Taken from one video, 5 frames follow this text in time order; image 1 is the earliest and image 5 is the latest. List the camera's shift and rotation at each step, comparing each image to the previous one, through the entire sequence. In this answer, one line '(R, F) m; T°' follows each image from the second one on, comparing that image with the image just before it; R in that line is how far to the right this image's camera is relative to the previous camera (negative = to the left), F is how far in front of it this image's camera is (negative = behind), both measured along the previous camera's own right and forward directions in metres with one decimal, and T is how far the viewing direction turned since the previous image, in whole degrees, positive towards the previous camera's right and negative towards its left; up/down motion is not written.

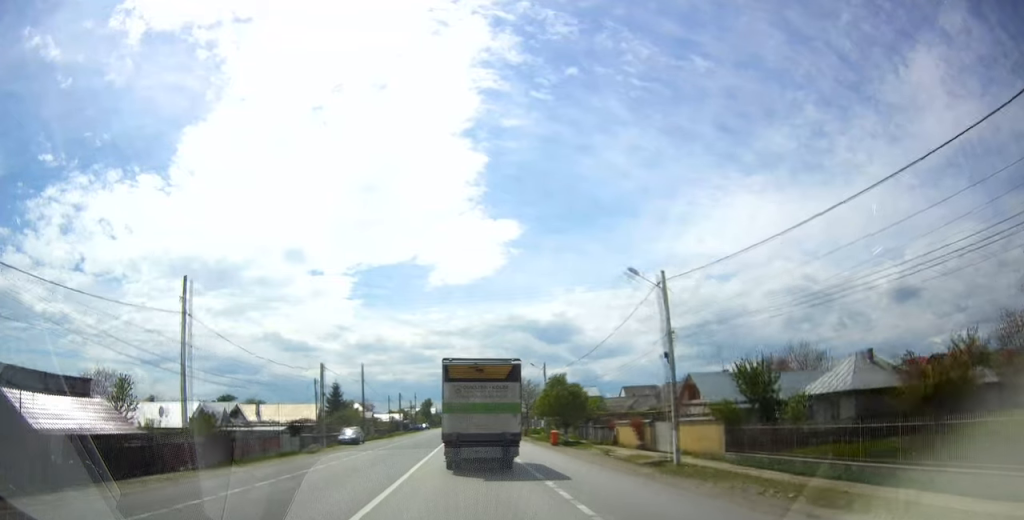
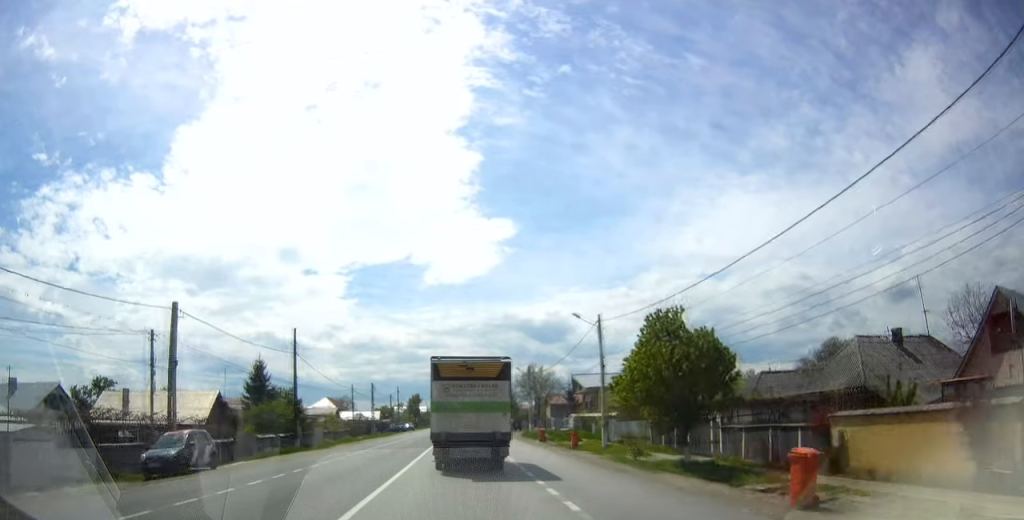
(+0.1, +29.8) m; 0°
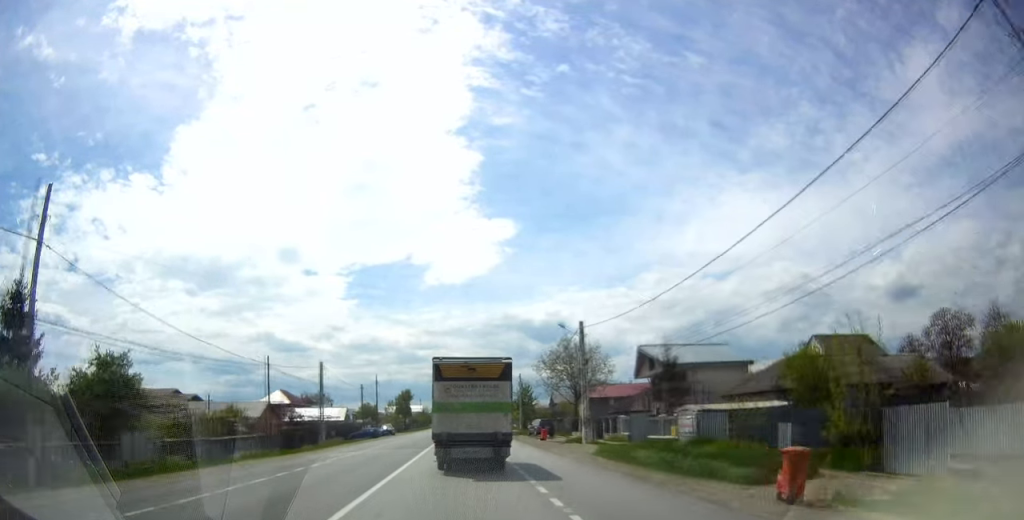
(-0.6, +34.0) m; 0°
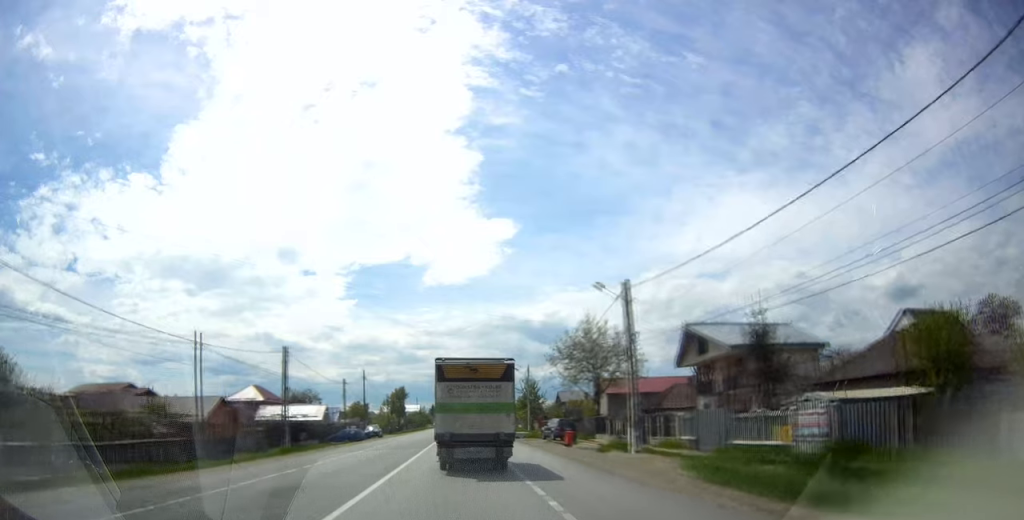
(+0.2, +12.1) m; +1°
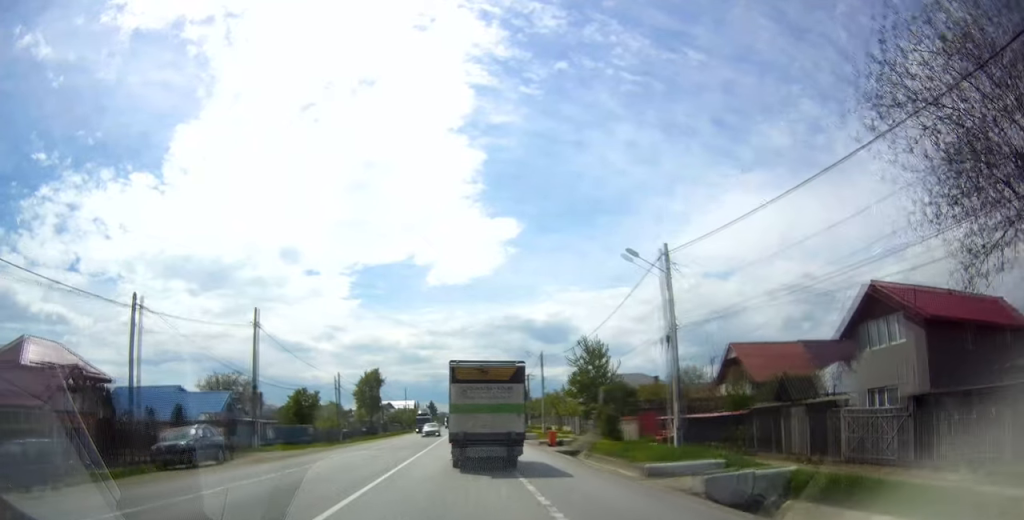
(+0.6, +49.7) m; 0°
